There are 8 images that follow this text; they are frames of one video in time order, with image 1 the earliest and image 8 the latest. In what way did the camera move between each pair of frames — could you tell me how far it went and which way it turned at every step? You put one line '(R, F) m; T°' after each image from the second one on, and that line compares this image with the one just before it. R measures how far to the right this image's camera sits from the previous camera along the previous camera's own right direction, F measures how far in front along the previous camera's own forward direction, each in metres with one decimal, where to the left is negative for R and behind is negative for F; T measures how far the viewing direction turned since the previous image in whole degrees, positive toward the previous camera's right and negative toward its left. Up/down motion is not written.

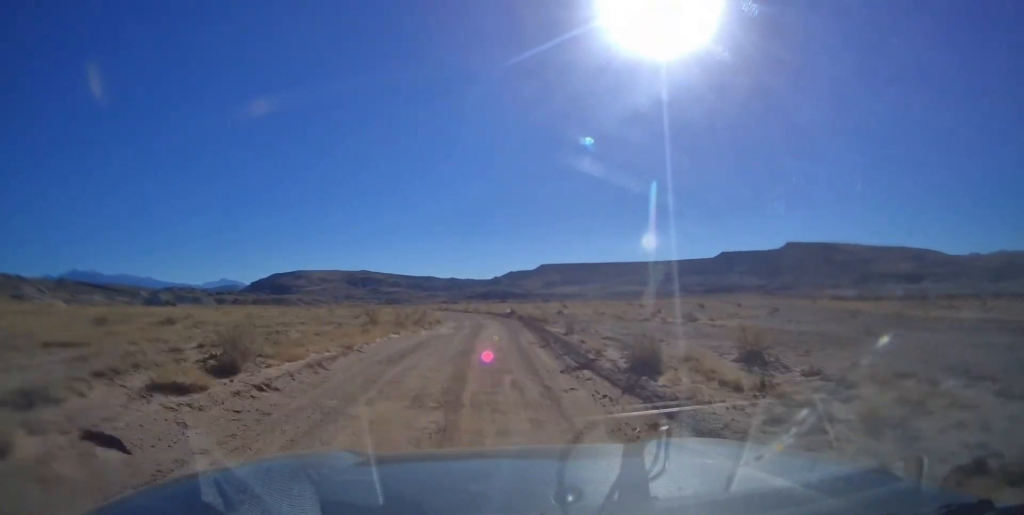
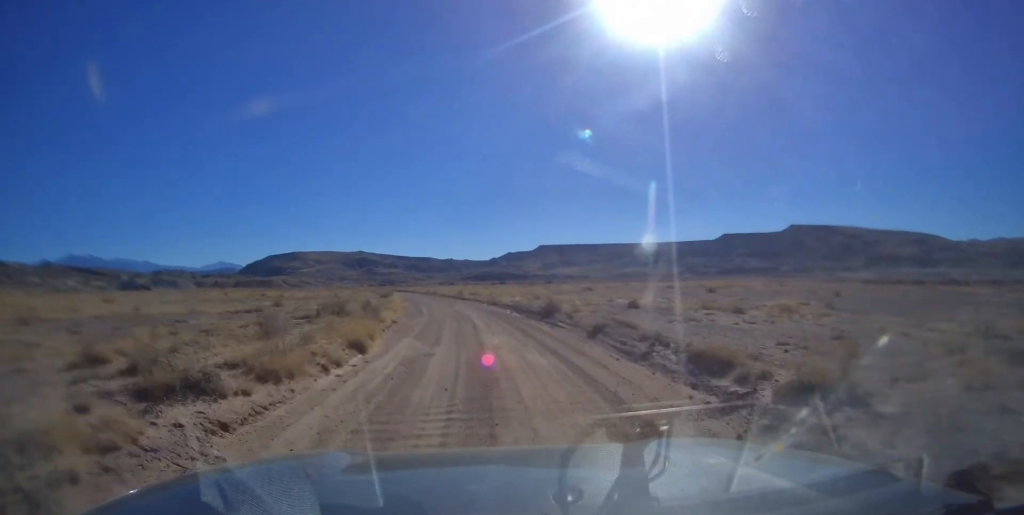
(+0.5, +30.5) m; 0°
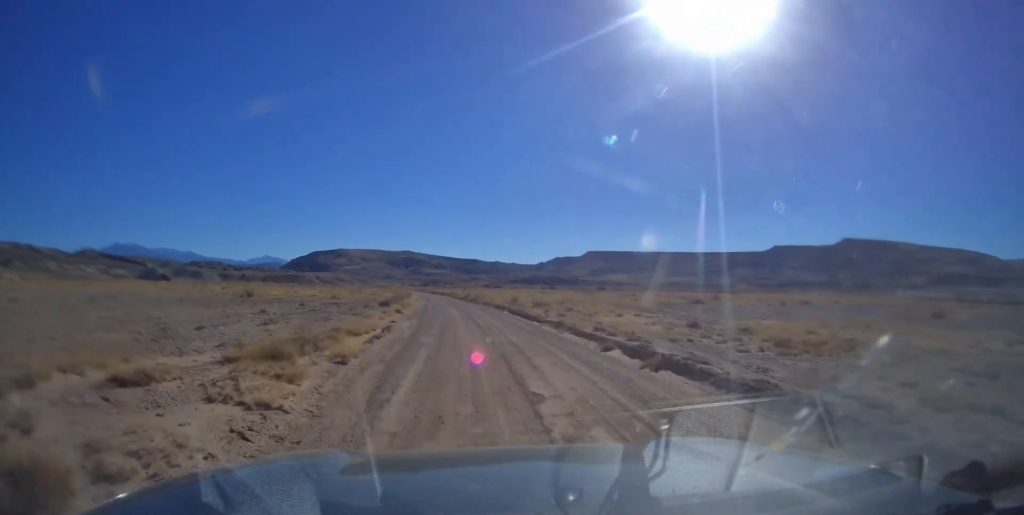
(+0.1, +29.8) m; -1°
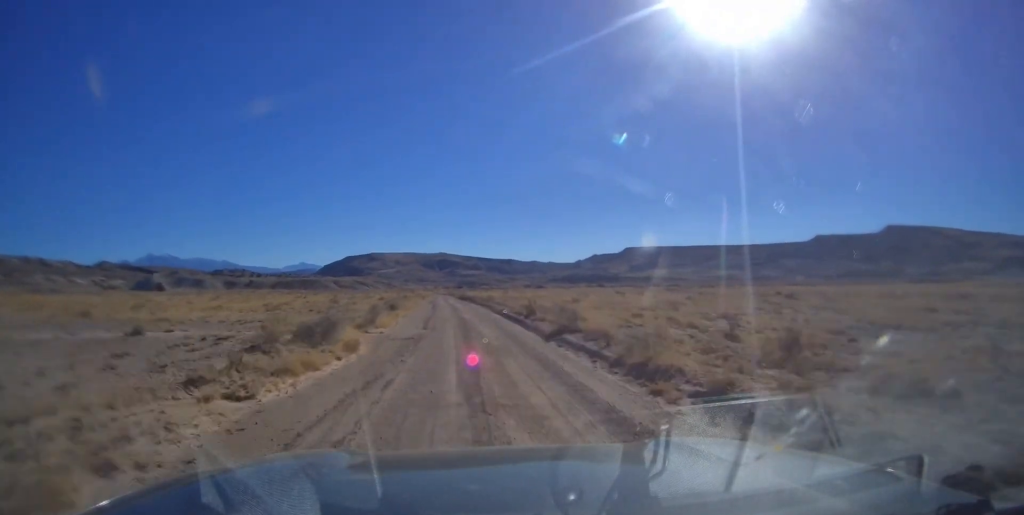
(-1.2, +45.5) m; -3°
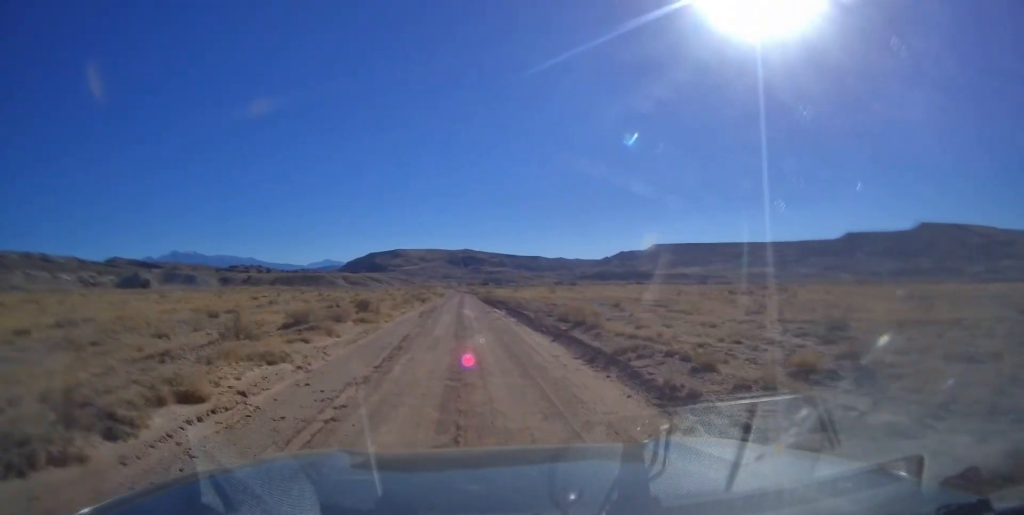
(-0.1, +37.0) m; -3°
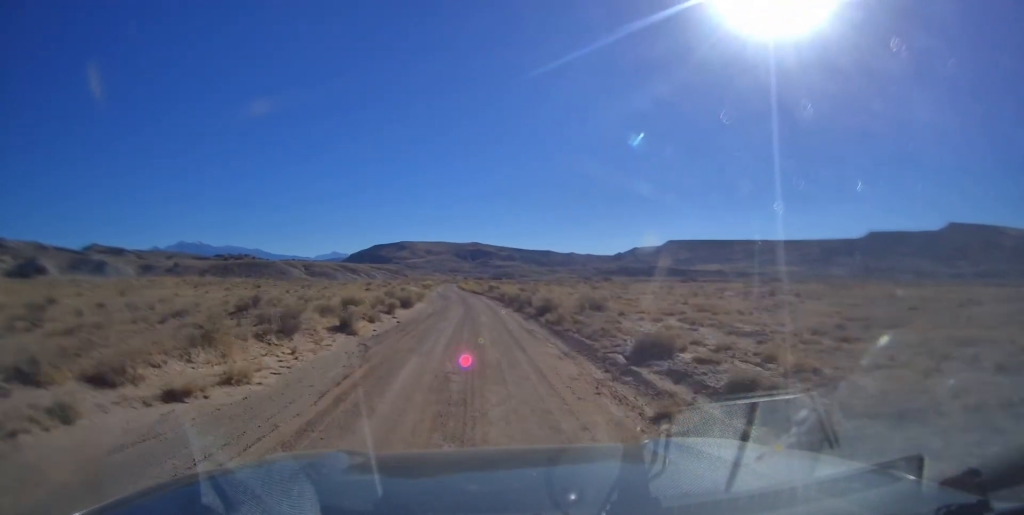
(-3.3, +82.2) m; -3°
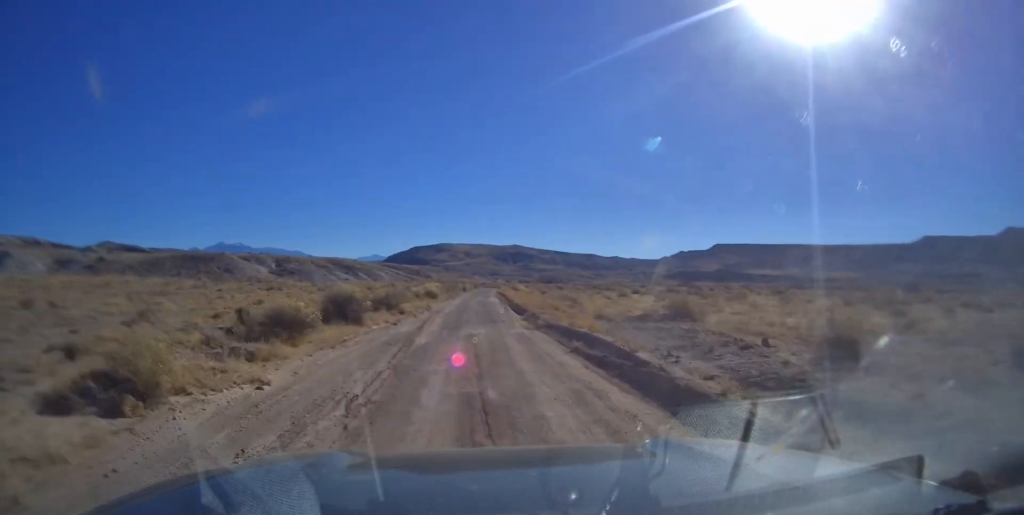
(-1.0, +69.9) m; -3°
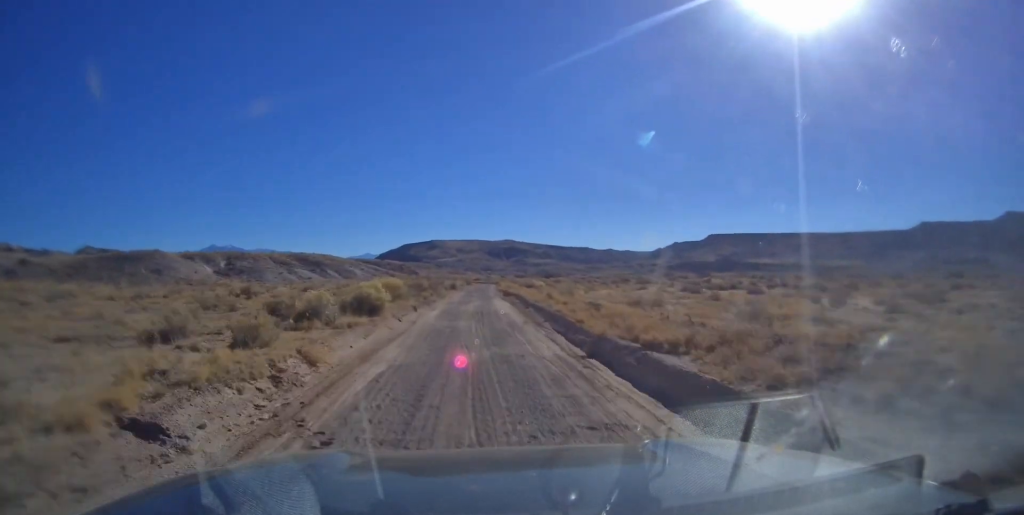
(-0.1, +27.5) m; -2°
